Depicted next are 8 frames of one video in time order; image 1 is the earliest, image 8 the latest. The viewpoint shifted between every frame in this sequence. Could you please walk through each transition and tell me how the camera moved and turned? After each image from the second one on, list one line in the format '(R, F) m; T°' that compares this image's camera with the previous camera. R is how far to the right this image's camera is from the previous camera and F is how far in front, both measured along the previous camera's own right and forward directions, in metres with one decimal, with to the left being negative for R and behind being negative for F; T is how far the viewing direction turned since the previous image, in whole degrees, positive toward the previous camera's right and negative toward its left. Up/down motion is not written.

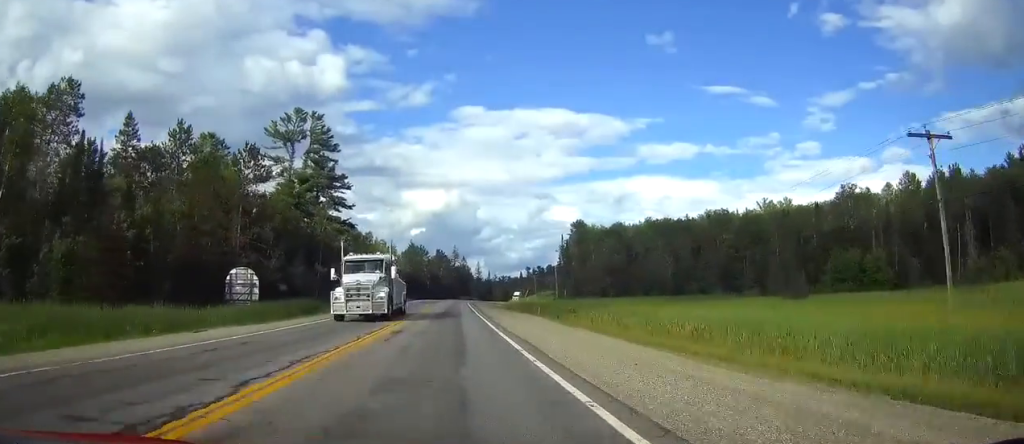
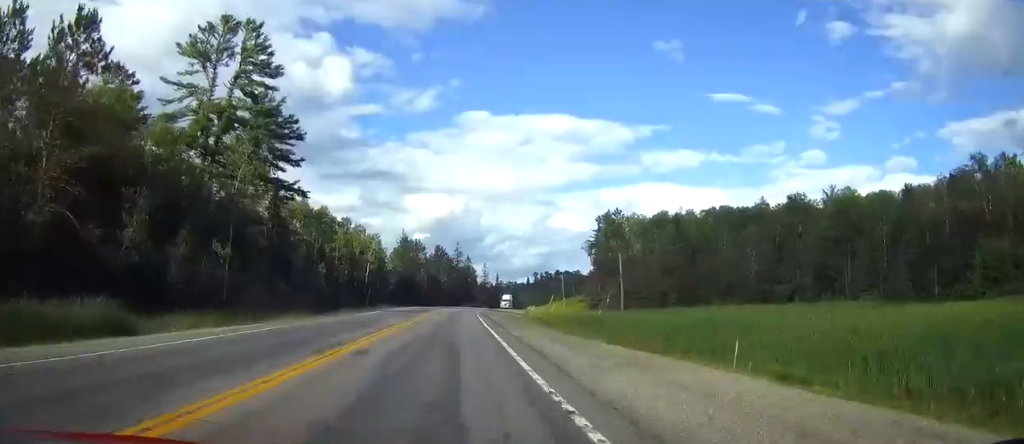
(+1.5, +39.7) m; +4°
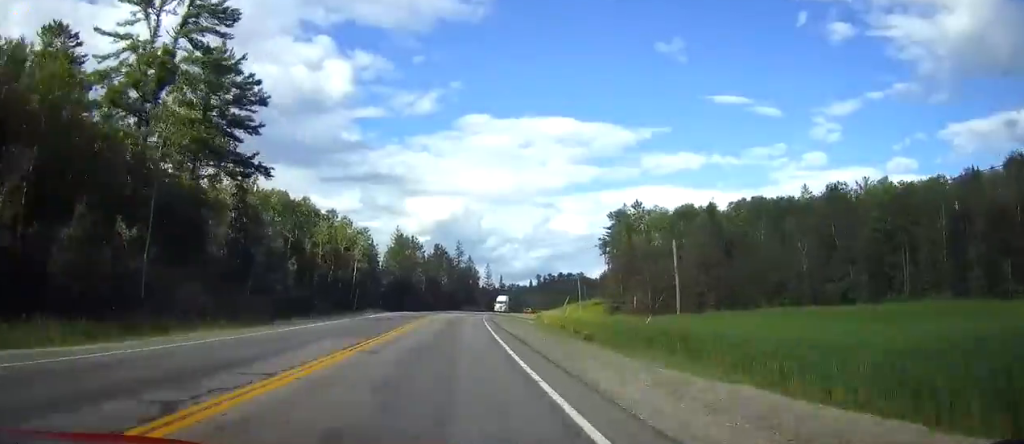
(+0.3, +16.1) m; +1°
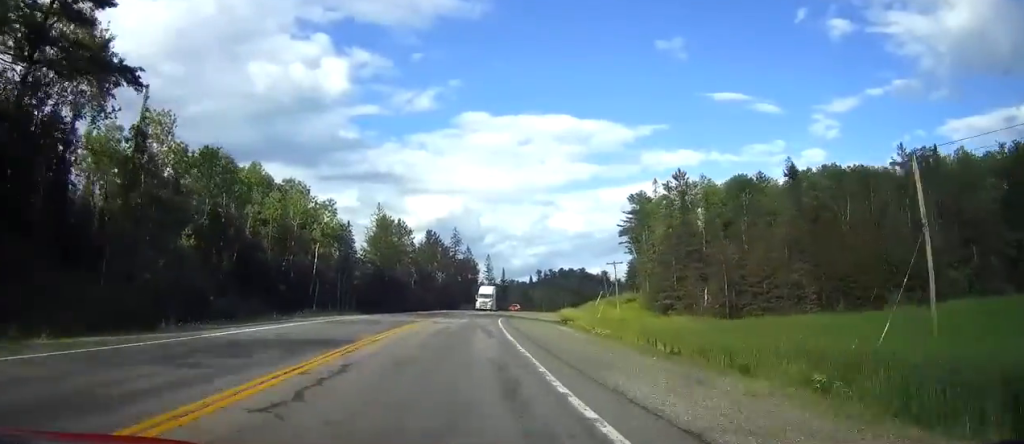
(0.0, +28.0) m; 0°
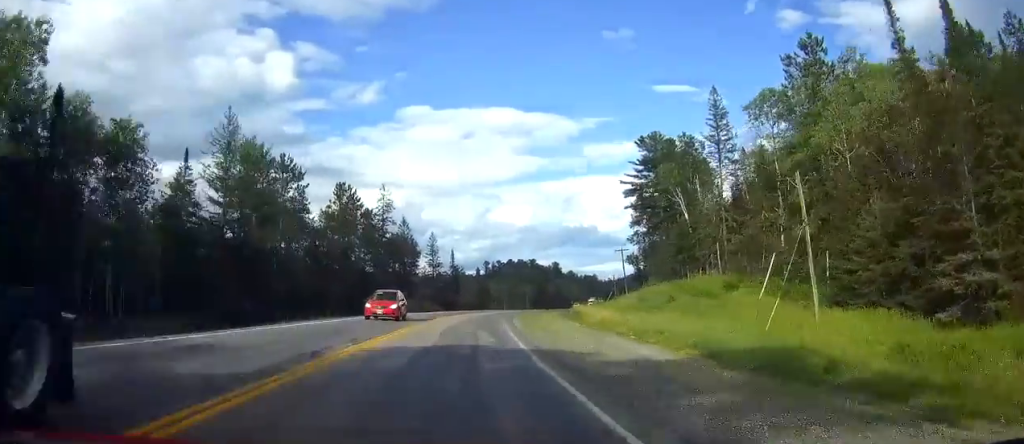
(0.0, +56.3) m; 0°
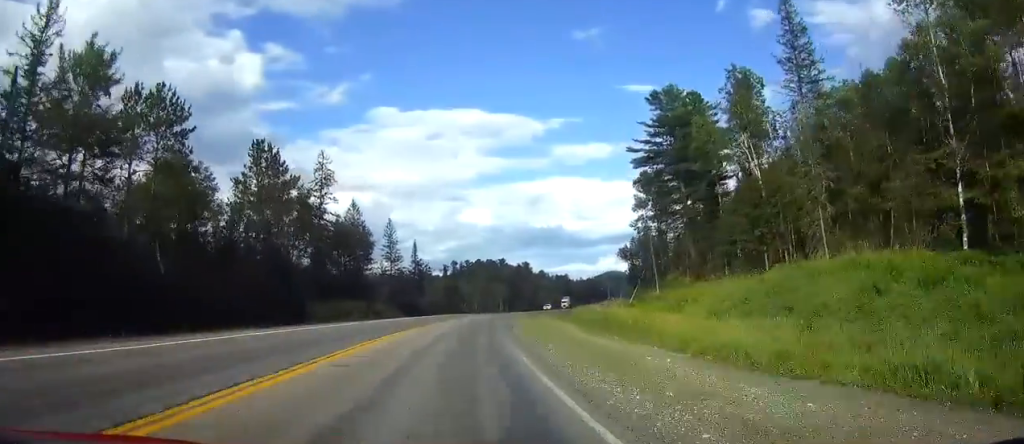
(0.0, +27.4) m; 0°
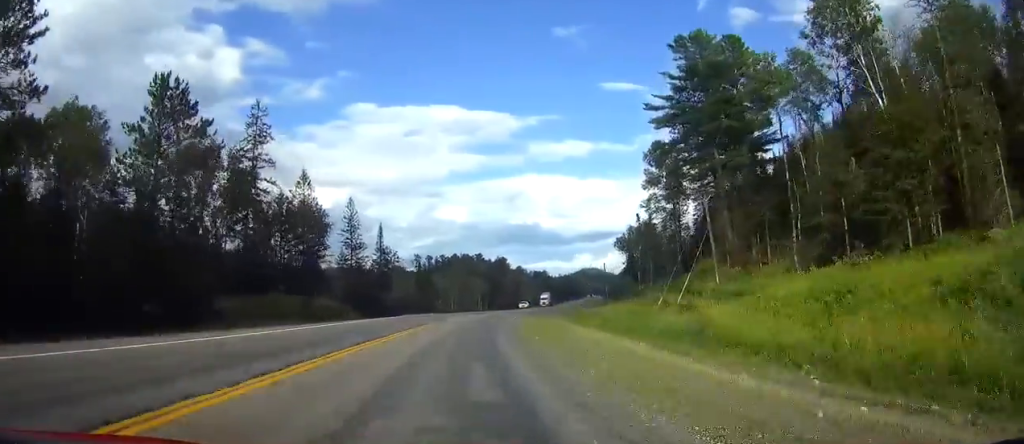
(0.0, +20.5) m; 0°
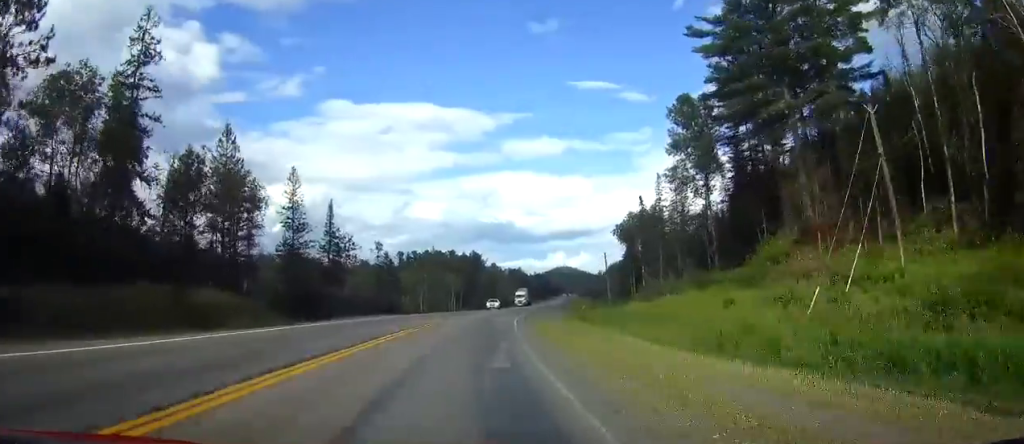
(0.0, +22.4) m; 0°
